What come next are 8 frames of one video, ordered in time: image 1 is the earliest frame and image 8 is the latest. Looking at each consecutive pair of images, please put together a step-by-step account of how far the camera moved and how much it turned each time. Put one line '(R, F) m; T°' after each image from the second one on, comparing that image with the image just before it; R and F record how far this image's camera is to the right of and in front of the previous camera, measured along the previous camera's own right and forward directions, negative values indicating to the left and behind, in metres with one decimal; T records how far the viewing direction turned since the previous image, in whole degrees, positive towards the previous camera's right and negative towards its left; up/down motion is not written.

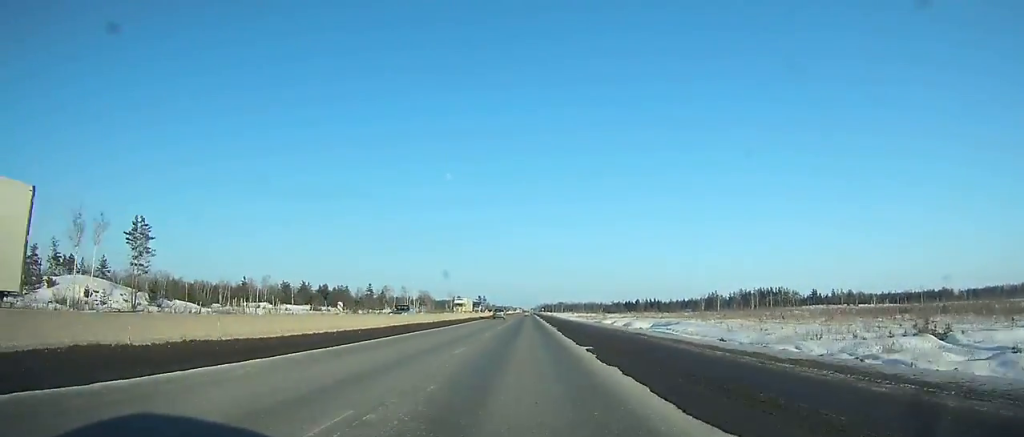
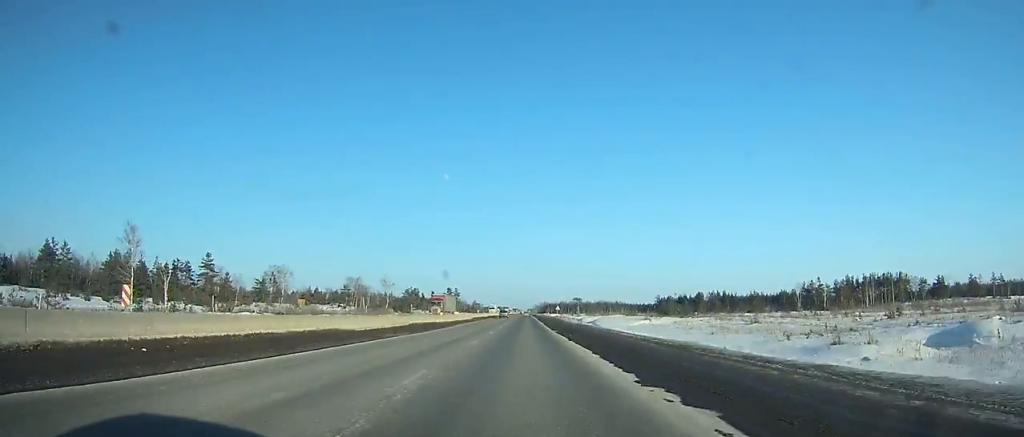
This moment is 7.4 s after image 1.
(-0.3, +168.5) m; 0°
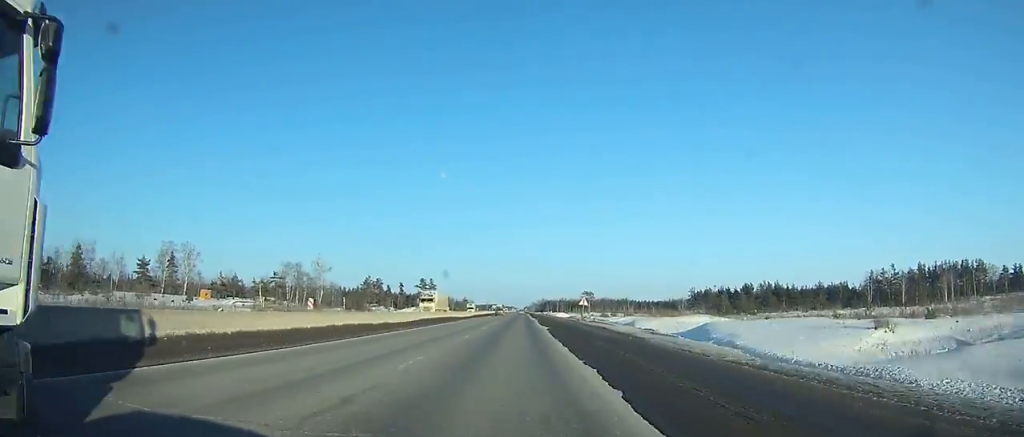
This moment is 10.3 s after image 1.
(0.0, +74.0) m; 0°
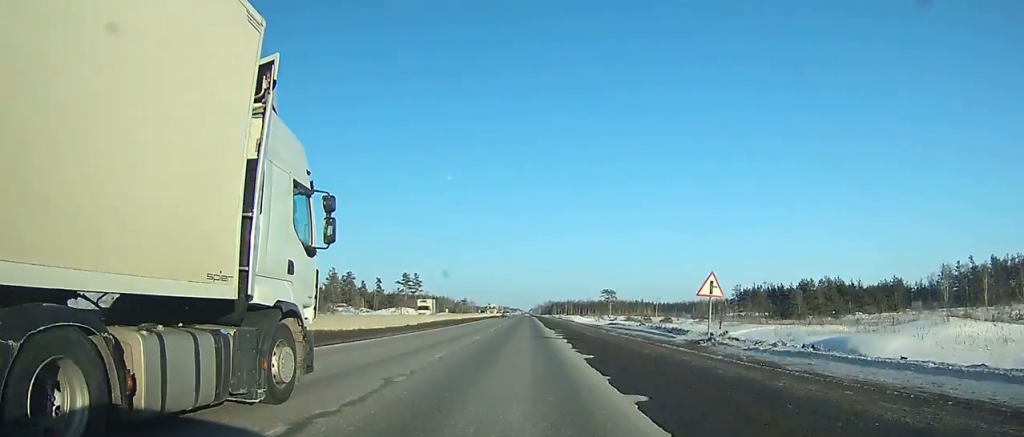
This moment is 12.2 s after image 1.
(0.0, +46.5) m; 0°
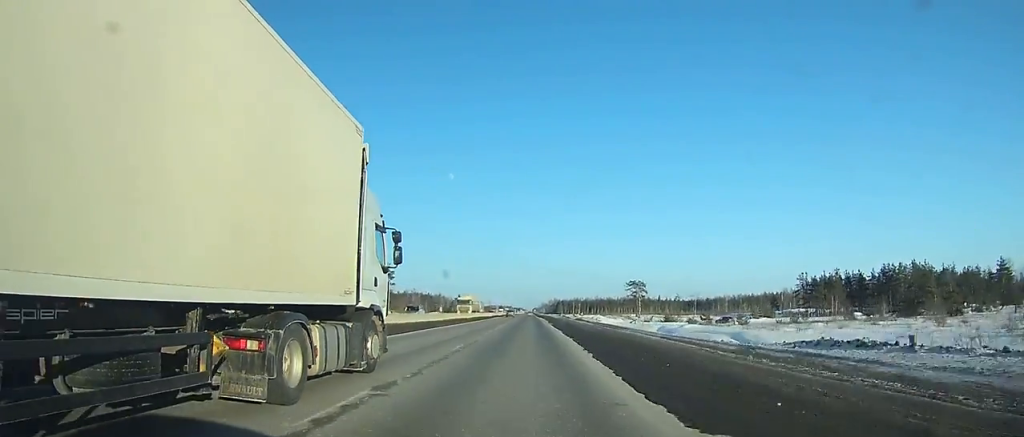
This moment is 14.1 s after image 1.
(-0.1, +45.7) m; 0°
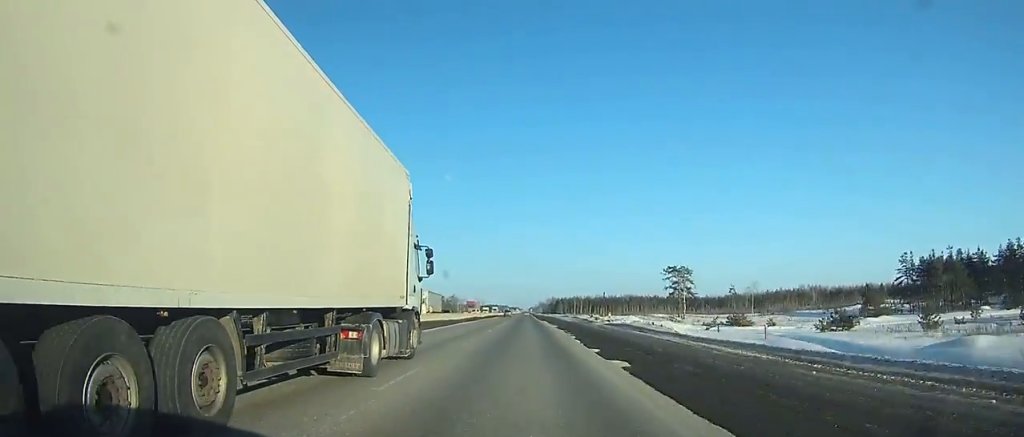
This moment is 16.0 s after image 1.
(-0.1, +45.6) m; 0°
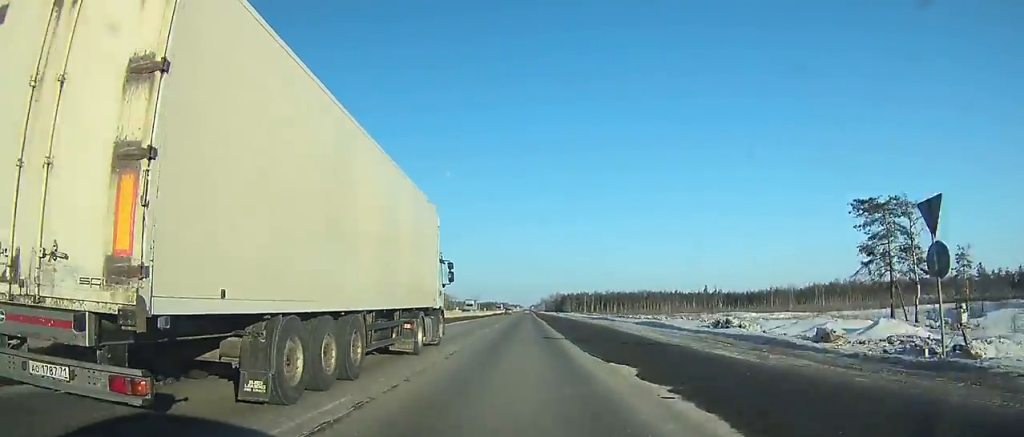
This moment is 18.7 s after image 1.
(0.0, +65.1) m; 0°
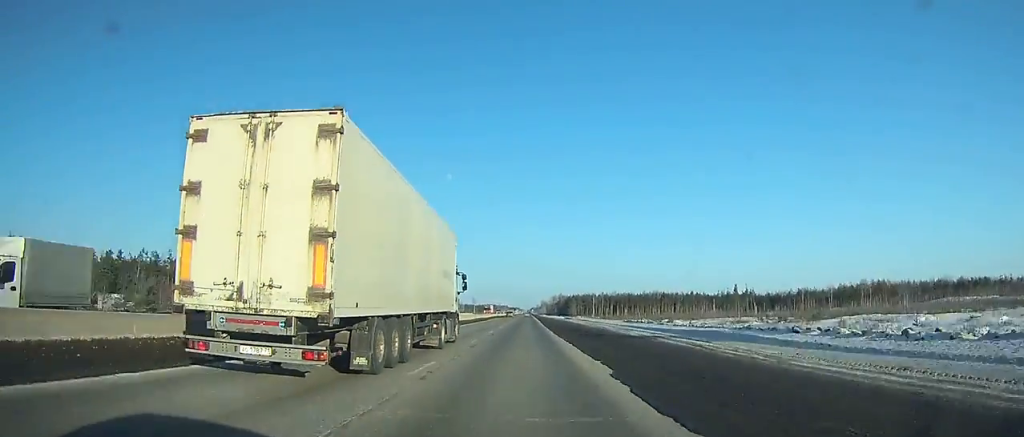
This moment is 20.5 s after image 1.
(0.0, +44.3) m; 0°
